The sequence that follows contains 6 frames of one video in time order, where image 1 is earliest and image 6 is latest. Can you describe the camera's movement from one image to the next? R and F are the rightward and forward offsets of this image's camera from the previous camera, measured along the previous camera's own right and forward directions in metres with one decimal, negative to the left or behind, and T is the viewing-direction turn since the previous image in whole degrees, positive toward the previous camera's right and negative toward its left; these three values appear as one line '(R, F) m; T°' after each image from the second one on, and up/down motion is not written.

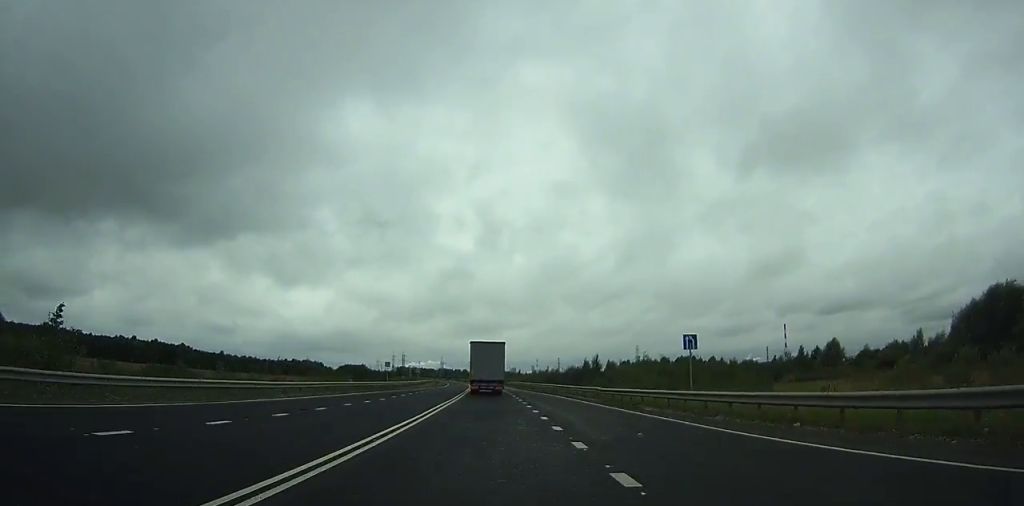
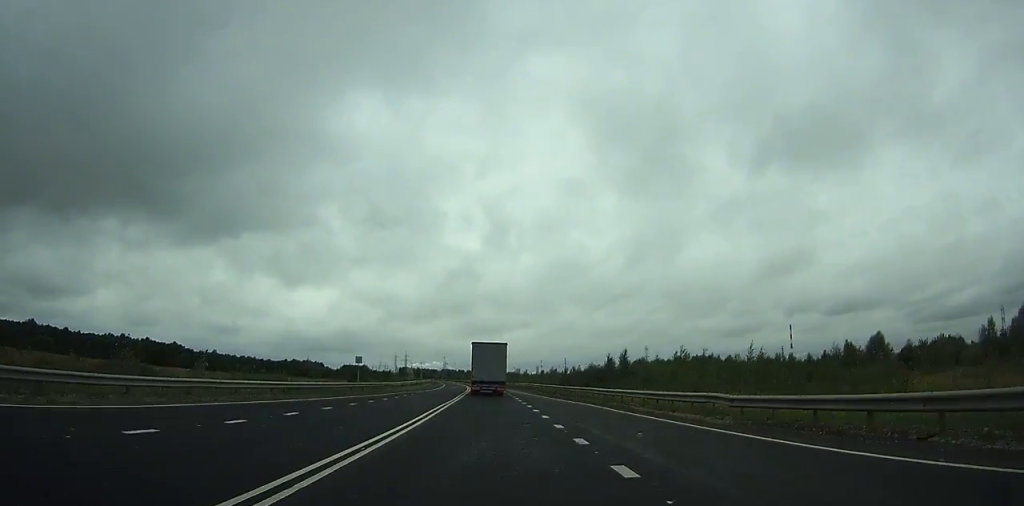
(-0.1, +19.3) m; 0°
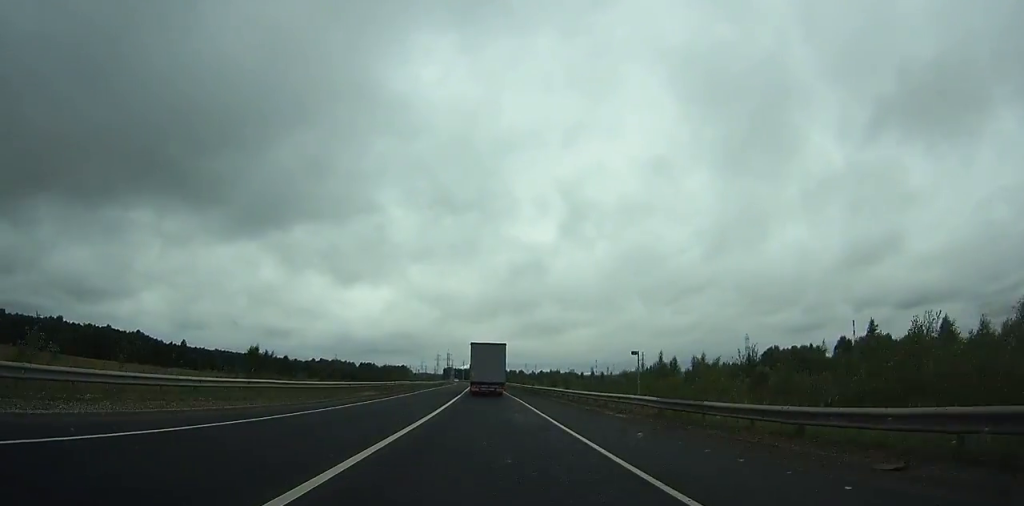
(-3.2, +117.6) m; -4°
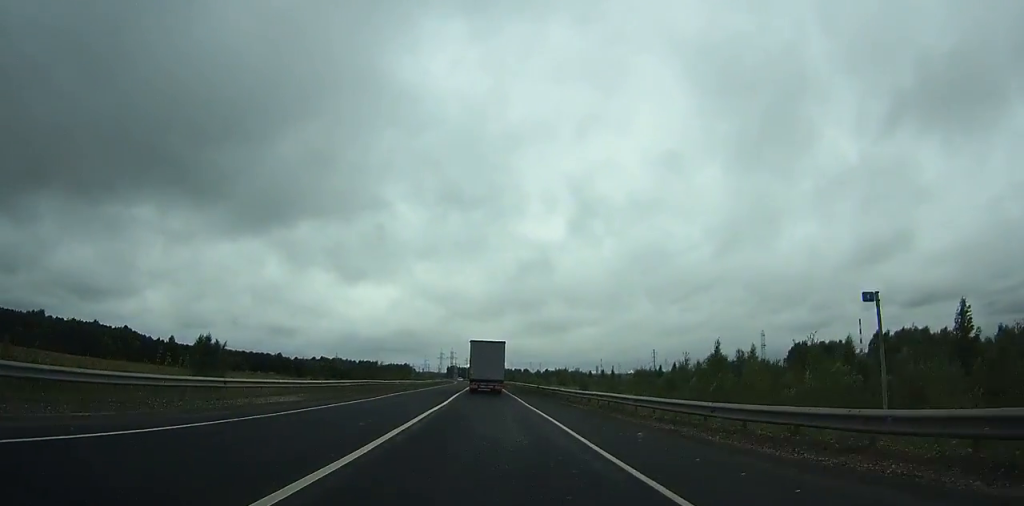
(-0.3, +18.8) m; -1°
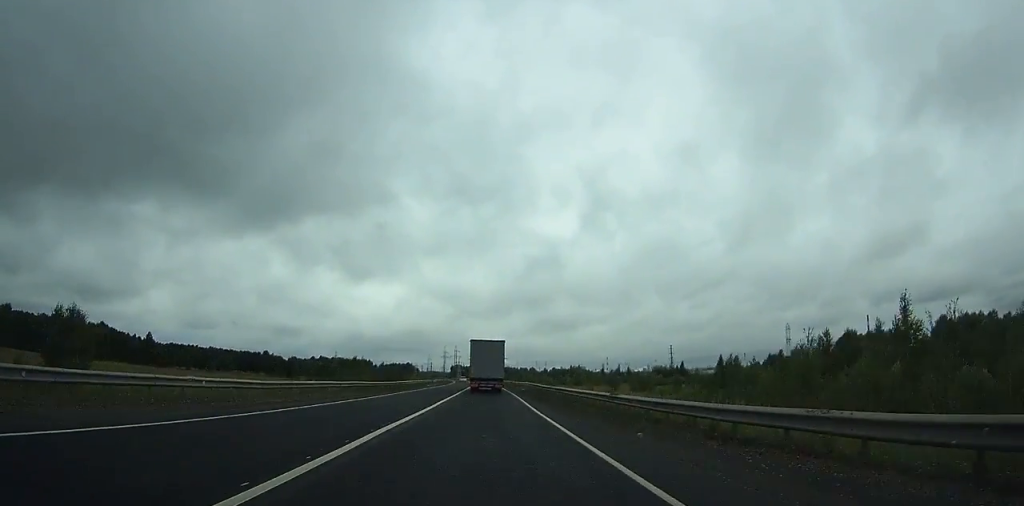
(-0.2, +28.8) m; -1°
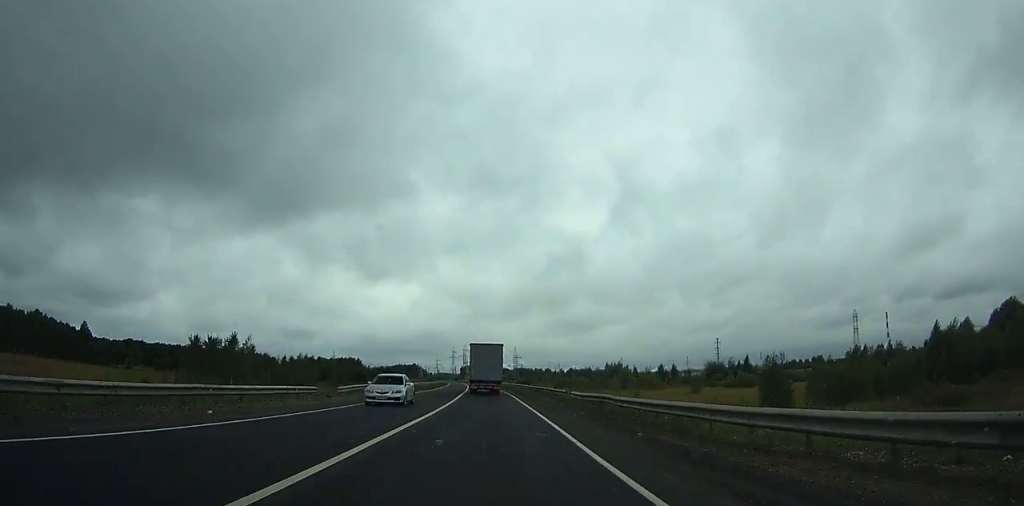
(-1.0, +62.8) m; -2°
